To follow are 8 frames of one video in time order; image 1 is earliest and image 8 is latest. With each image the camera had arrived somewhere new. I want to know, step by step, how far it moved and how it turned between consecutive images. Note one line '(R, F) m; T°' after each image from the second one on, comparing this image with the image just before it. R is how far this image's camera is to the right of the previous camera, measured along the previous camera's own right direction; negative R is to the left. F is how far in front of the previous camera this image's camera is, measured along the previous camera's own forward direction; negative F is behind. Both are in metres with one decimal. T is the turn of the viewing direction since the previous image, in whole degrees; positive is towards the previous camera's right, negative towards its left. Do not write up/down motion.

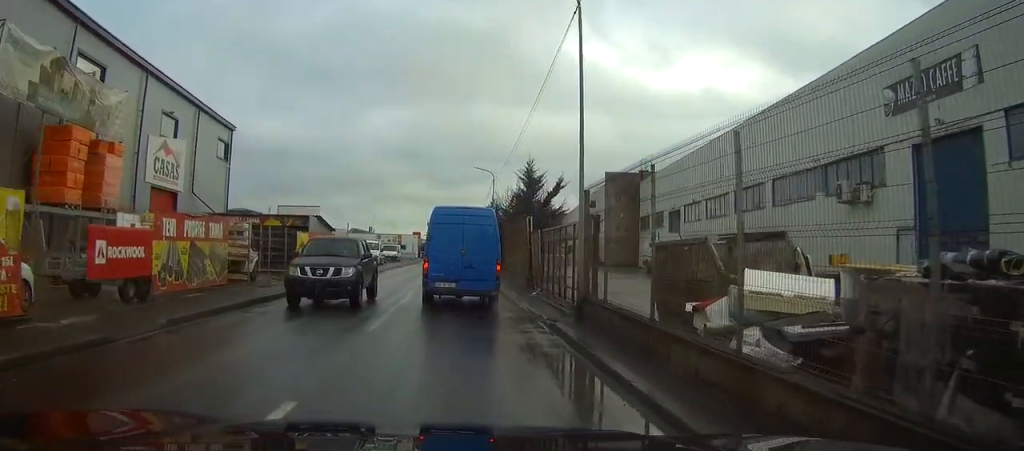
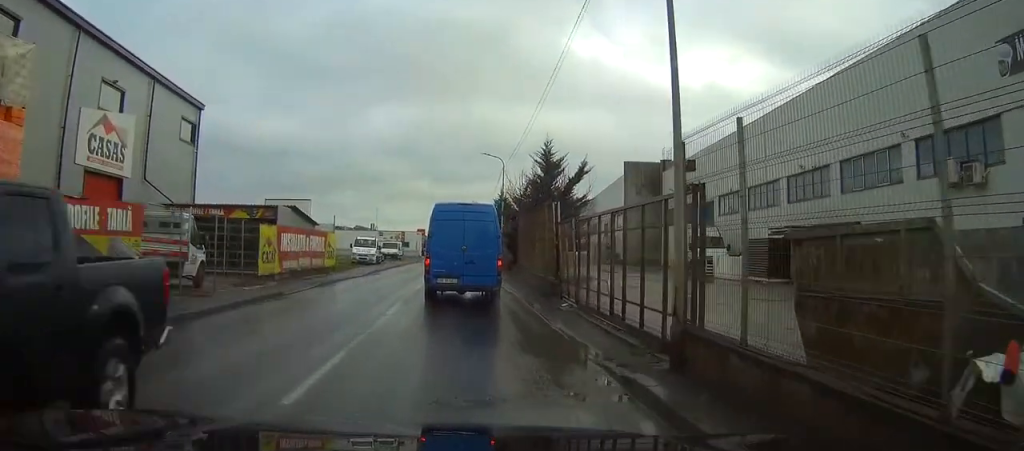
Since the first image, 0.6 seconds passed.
(0.0, +6.0) m; -1°
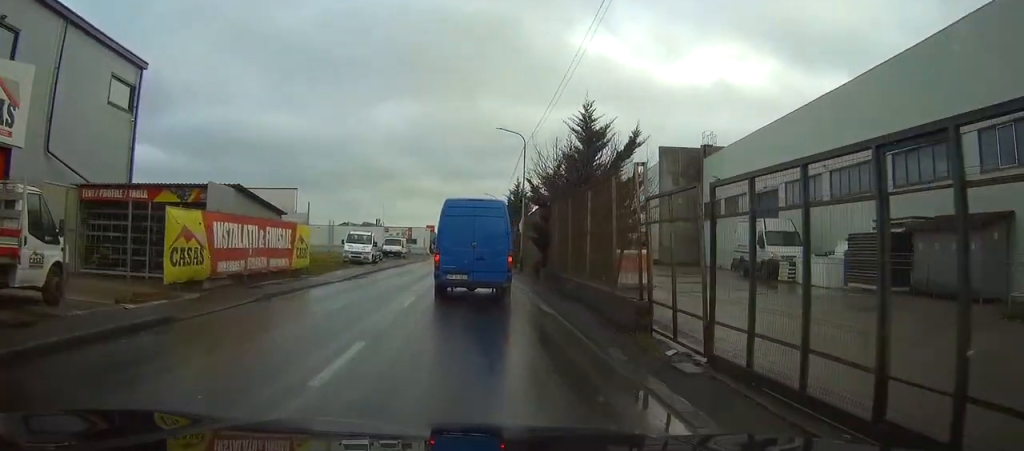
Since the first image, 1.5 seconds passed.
(-0.1, +8.1) m; -1°
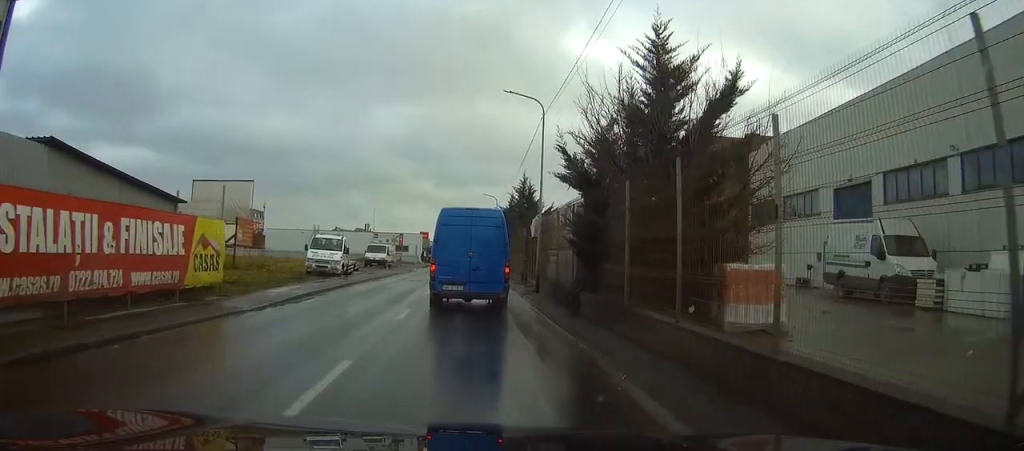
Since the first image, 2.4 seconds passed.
(-0.2, +9.8) m; -1°
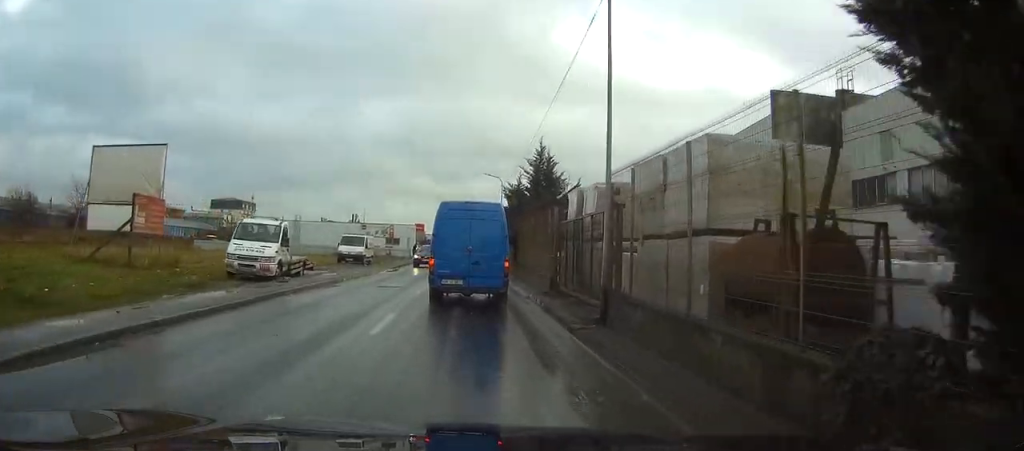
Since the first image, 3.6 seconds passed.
(+0.1, +12.6) m; +1°
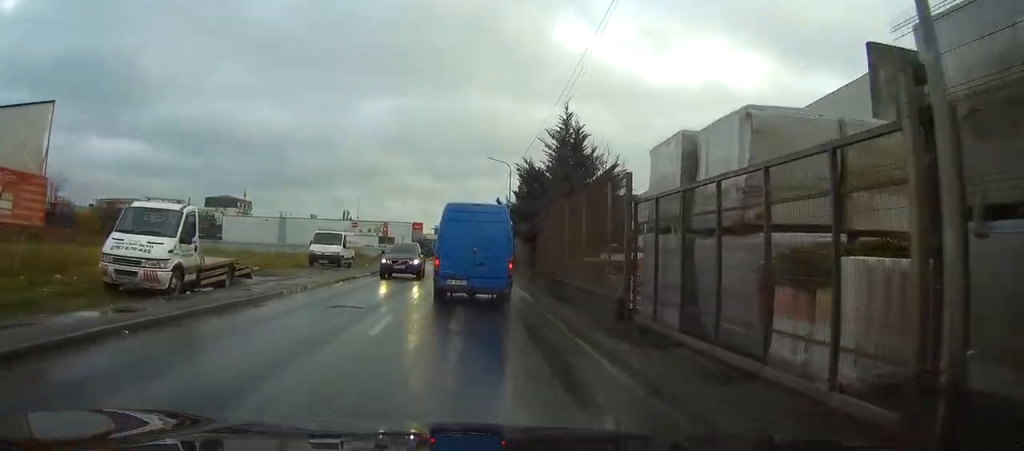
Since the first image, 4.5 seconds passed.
(+0.1, +9.5) m; +1°
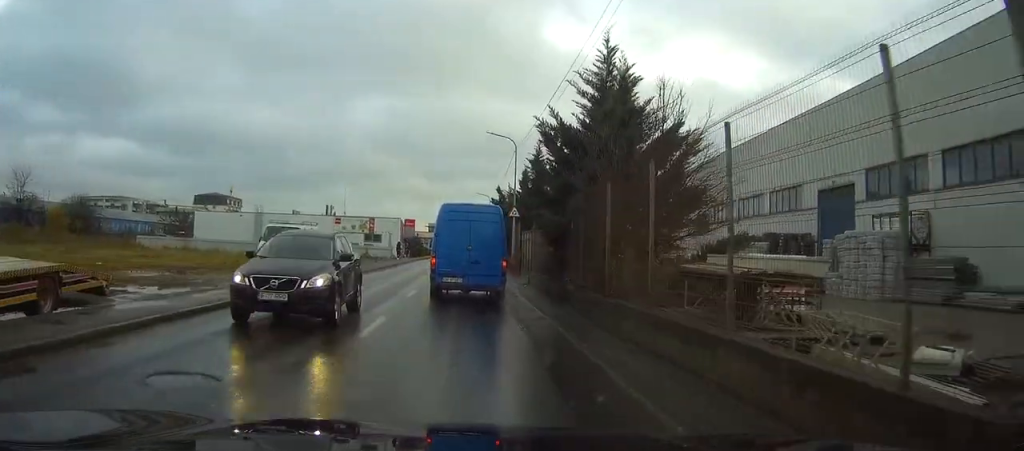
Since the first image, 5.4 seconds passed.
(+0.1, +9.5) m; +1°
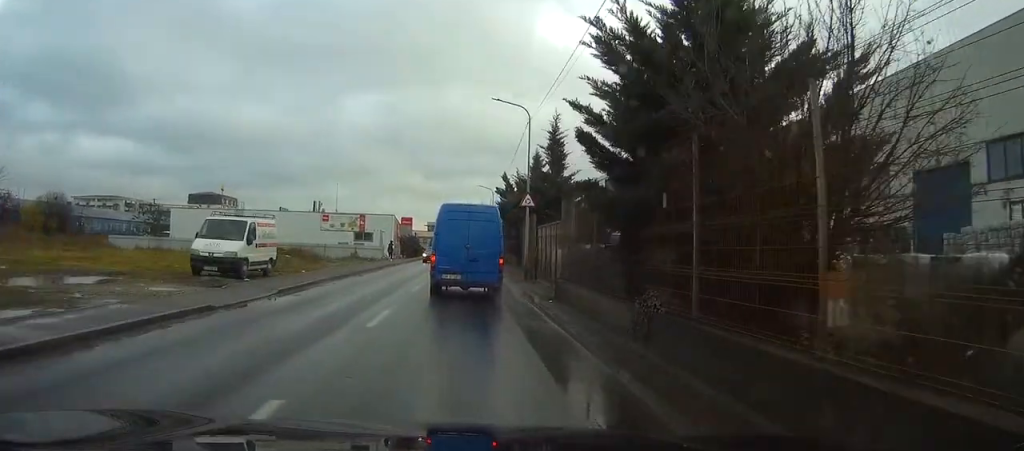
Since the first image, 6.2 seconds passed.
(+0.1, +8.1) m; 0°
